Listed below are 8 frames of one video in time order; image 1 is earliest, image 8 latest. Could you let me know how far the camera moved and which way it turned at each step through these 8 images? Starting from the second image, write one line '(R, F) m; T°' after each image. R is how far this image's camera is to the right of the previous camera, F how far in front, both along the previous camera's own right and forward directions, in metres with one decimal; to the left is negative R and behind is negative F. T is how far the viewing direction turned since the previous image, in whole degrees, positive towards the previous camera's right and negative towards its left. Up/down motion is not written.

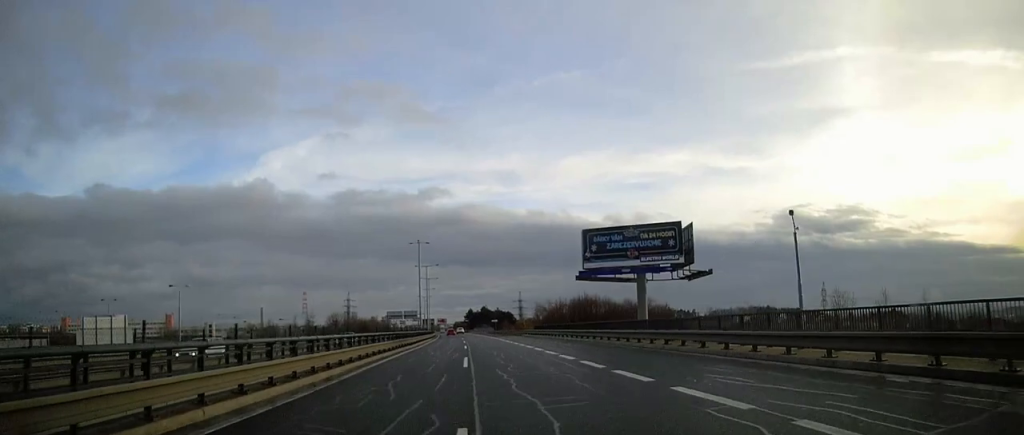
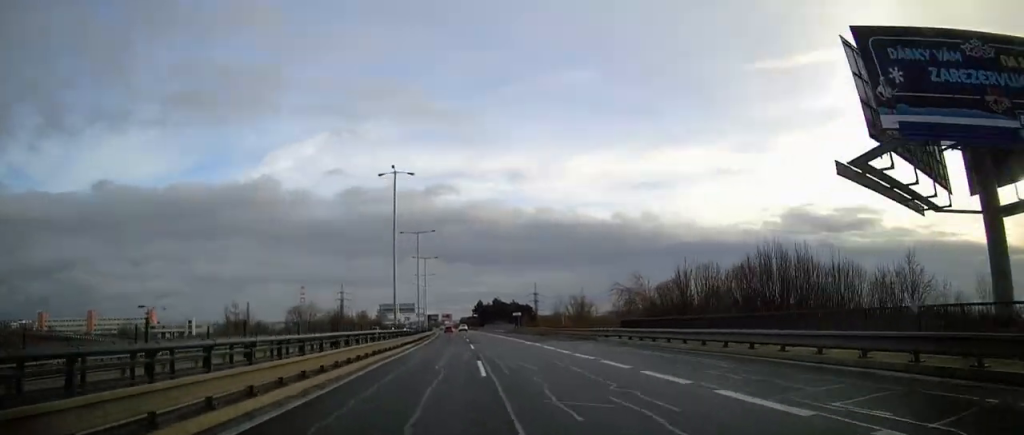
(-0.2, +40.7) m; -1°
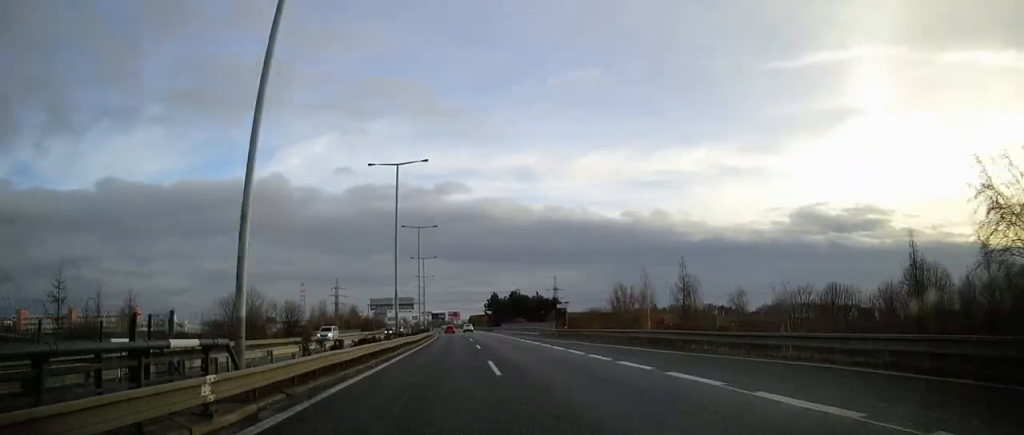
(-0.3, +35.9) m; -1°
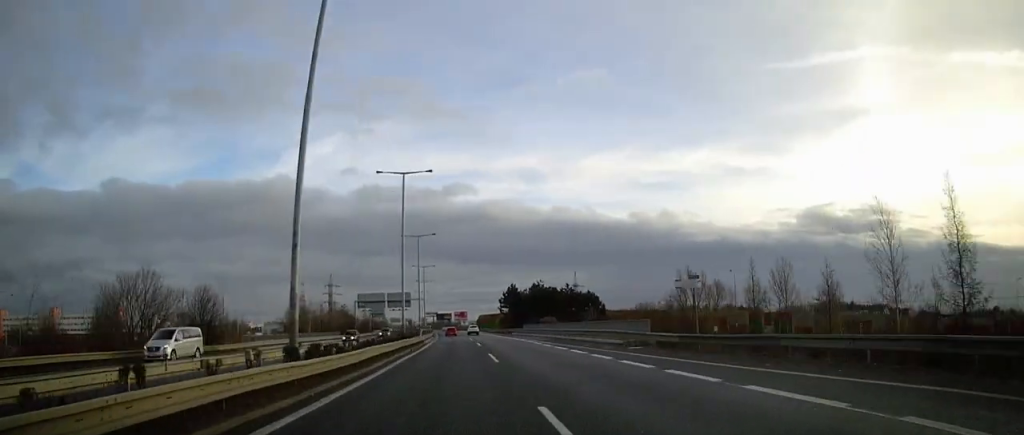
(-0.2, +29.9) m; -1°
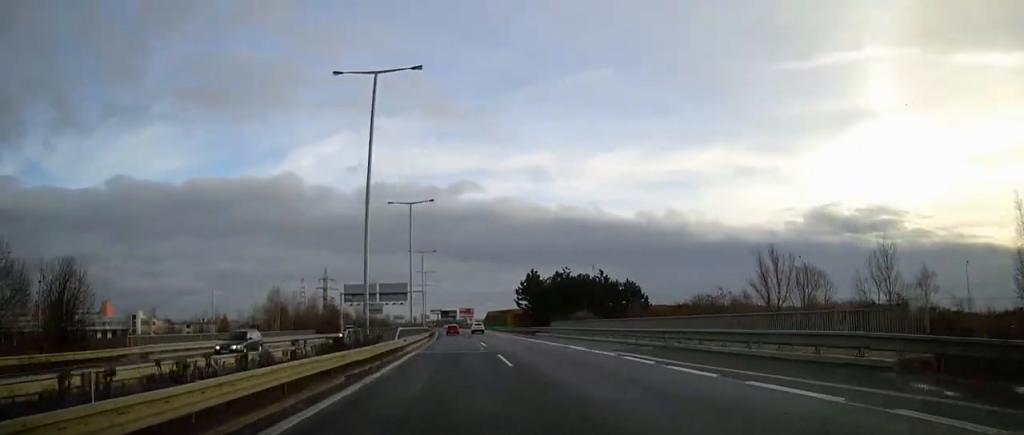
(-0.1, +21.4) m; 0°
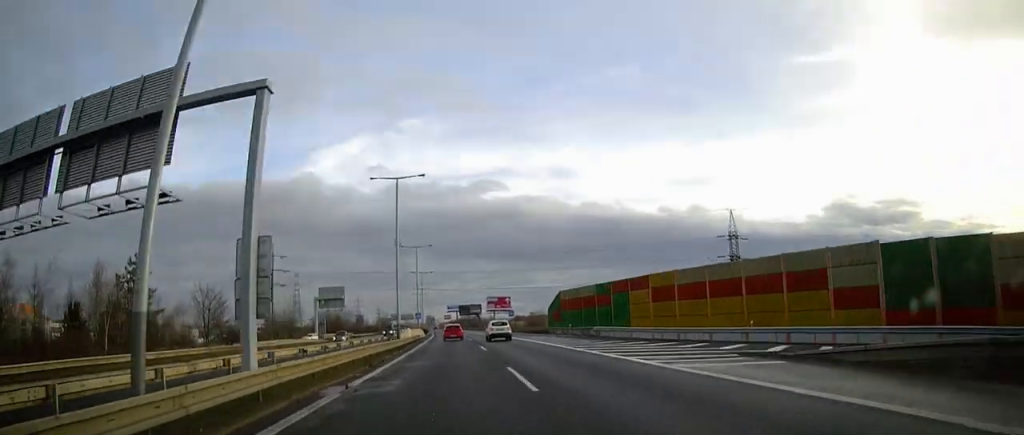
(-1.3, +96.6) m; -2°
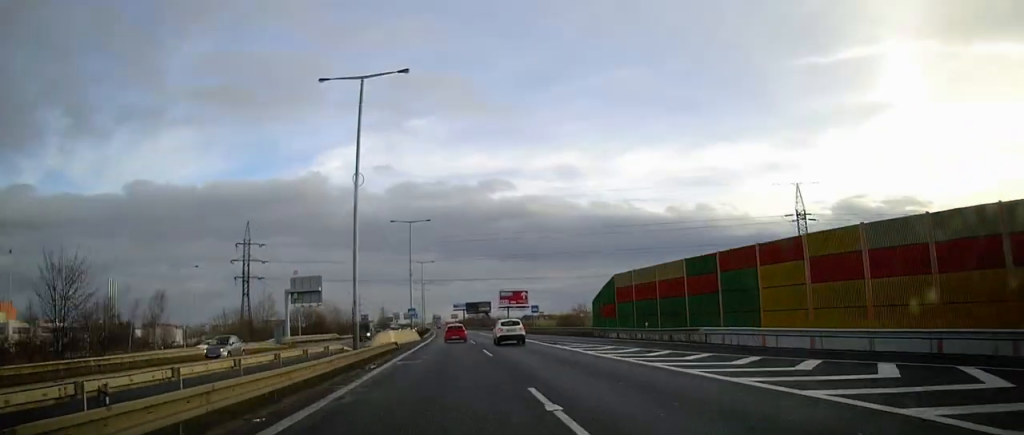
(-0.1, +23.4) m; -1°
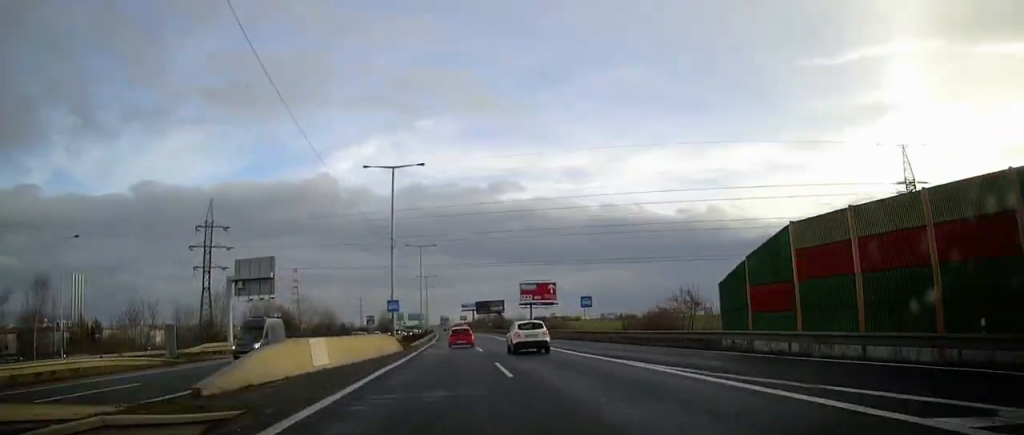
(-0.3, +25.8) m; -1°
